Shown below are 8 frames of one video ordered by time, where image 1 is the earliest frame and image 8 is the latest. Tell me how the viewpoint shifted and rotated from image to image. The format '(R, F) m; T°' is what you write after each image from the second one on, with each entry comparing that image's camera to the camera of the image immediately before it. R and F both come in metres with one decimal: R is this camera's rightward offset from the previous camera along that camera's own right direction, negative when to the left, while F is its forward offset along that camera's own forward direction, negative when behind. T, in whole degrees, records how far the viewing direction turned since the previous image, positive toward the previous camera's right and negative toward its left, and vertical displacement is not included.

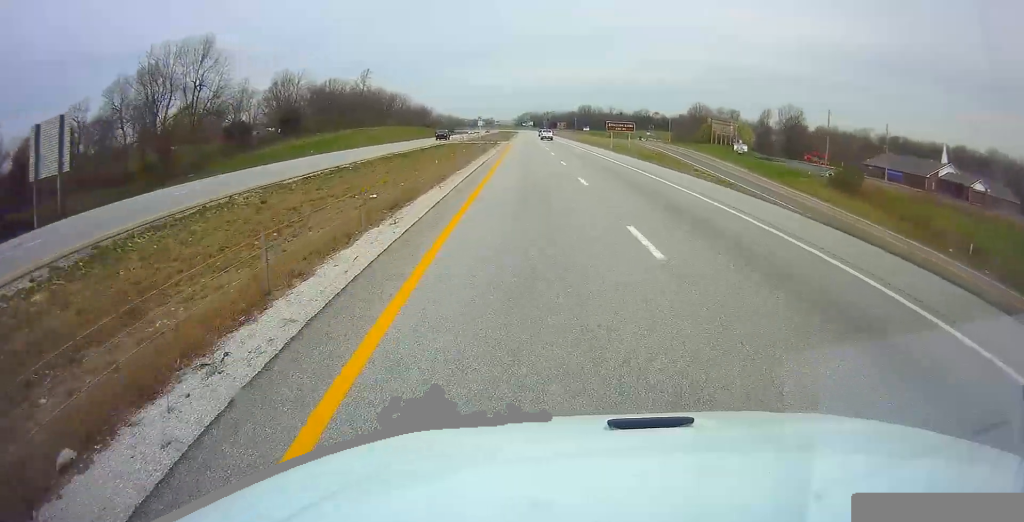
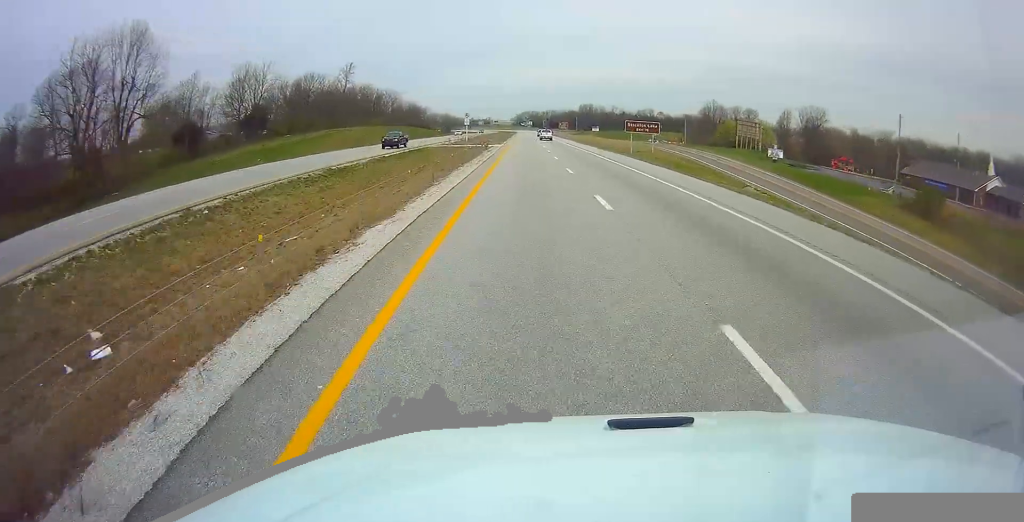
(0.0, +18.5) m; 0°
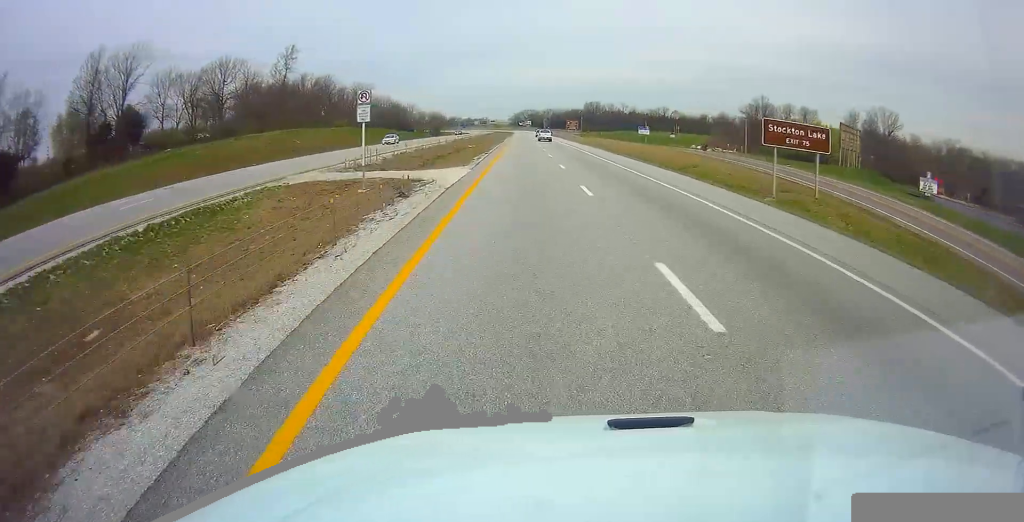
(0.0, +45.2) m; 0°
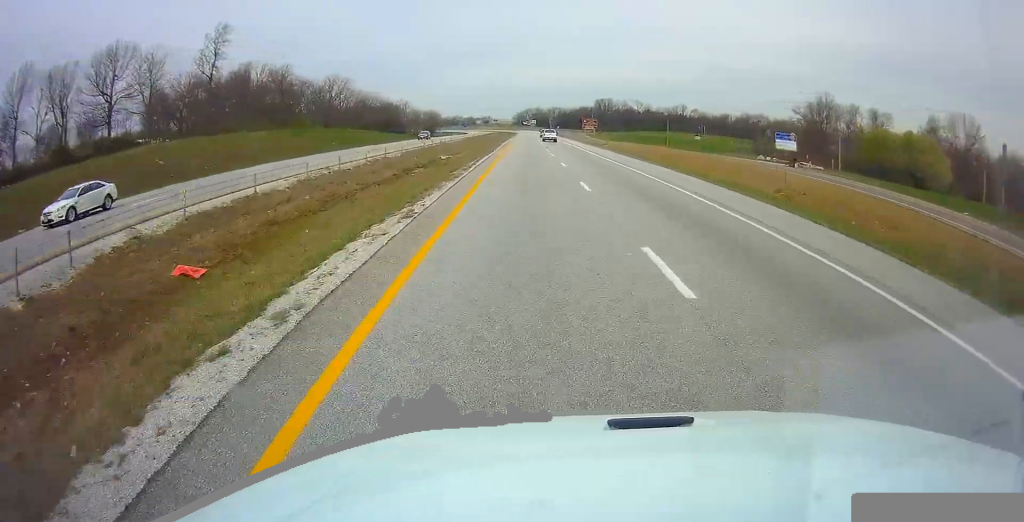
(-0.2, +34.9) m; 0°
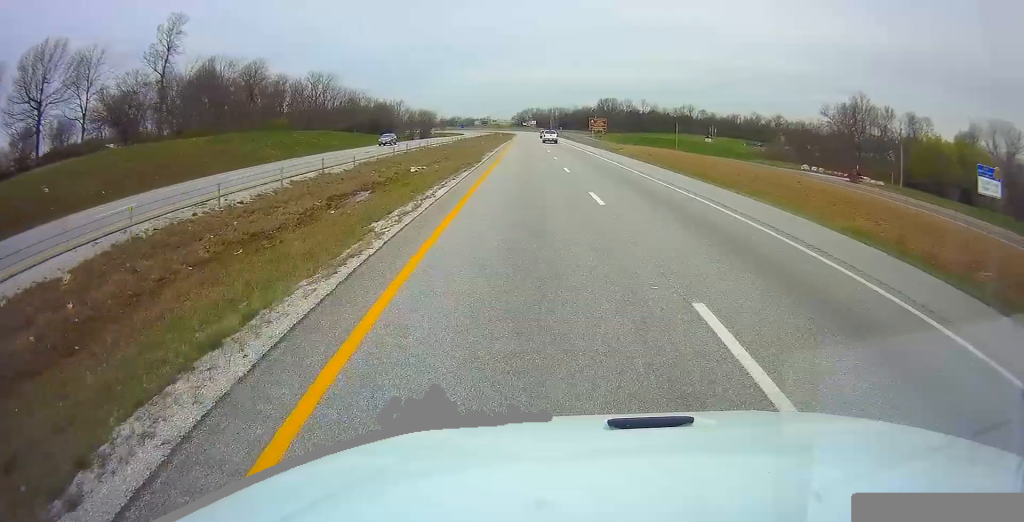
(0.0, +15.4) m; 0°
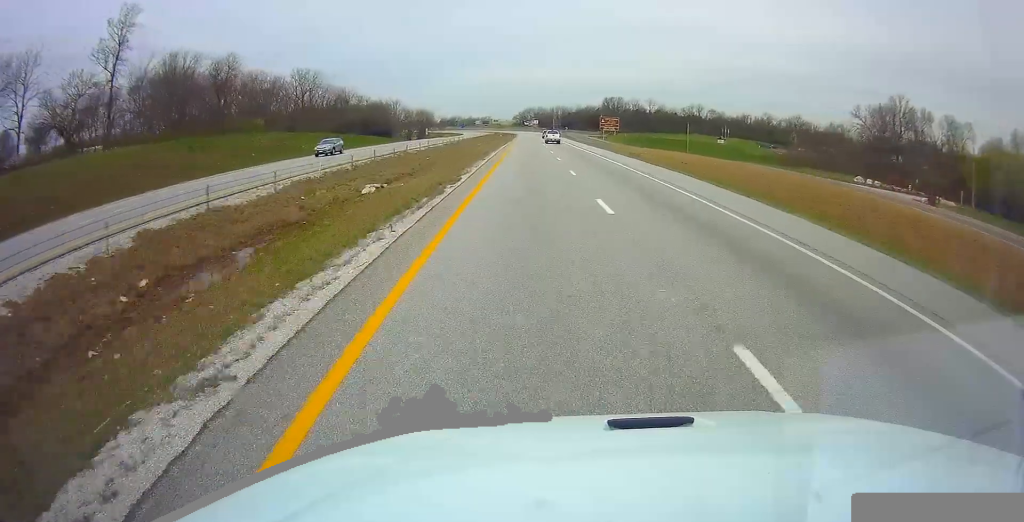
(+0.1, +13.3) m; 0°
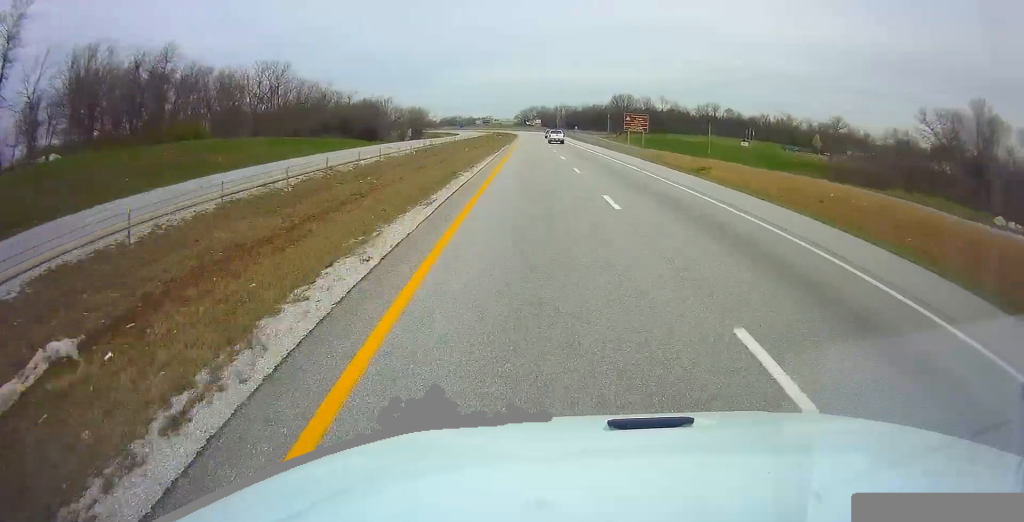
(0.0, +23.5) m; 0°
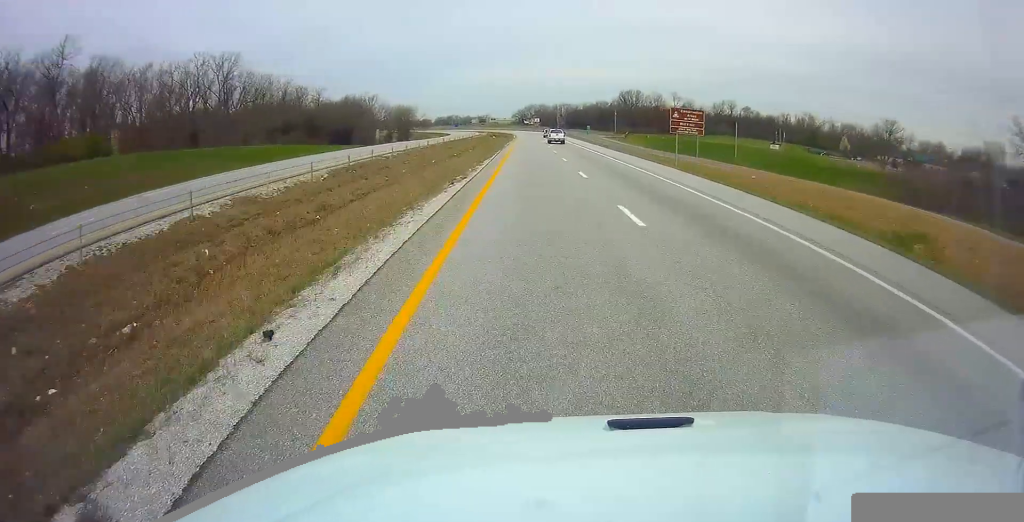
(-0.1, +26.6) m; 0°
